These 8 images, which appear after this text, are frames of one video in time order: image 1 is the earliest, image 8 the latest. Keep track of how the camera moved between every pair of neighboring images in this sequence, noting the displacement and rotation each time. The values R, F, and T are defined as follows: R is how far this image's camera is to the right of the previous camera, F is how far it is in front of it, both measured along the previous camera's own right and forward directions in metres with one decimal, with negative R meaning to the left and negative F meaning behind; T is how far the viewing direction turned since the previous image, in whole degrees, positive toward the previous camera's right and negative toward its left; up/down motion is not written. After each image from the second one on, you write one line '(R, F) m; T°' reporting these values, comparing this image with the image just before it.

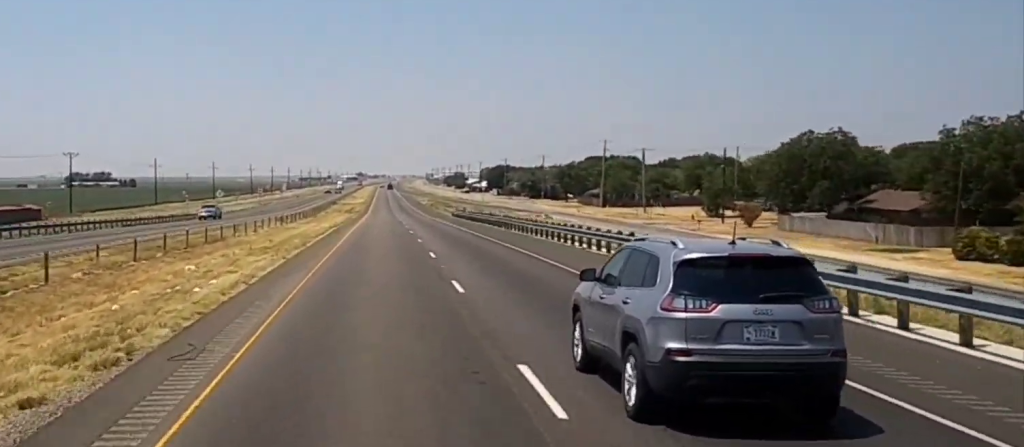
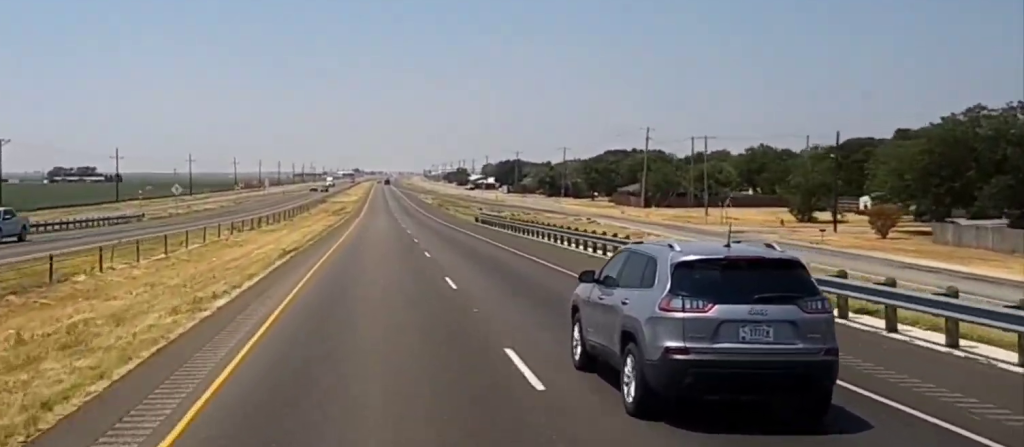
(0.0, +37.0) m; 0°
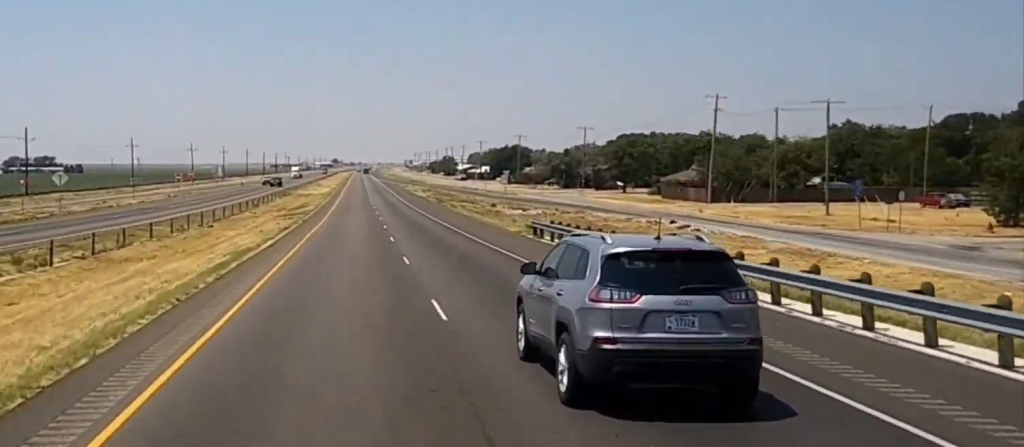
(0.0, +49.1) m; 0°
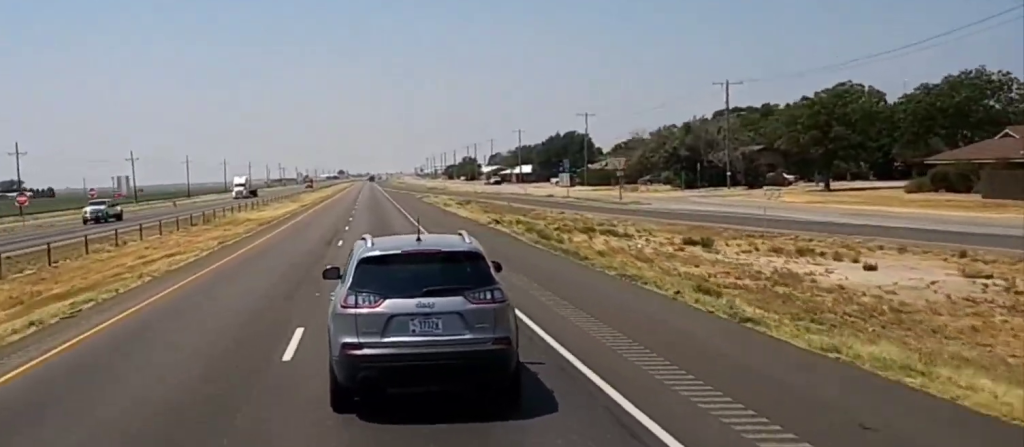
(+0.8, +94.5) m; +1°
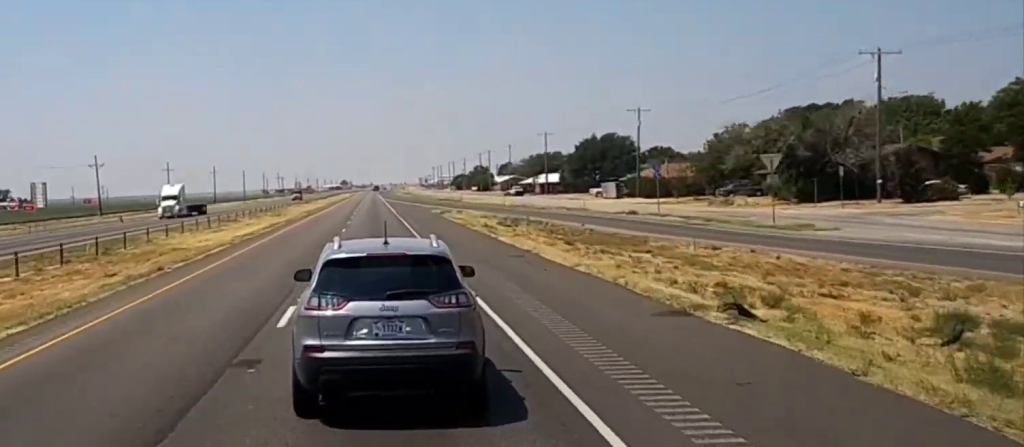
(-0.2, +42.9) m; 0°
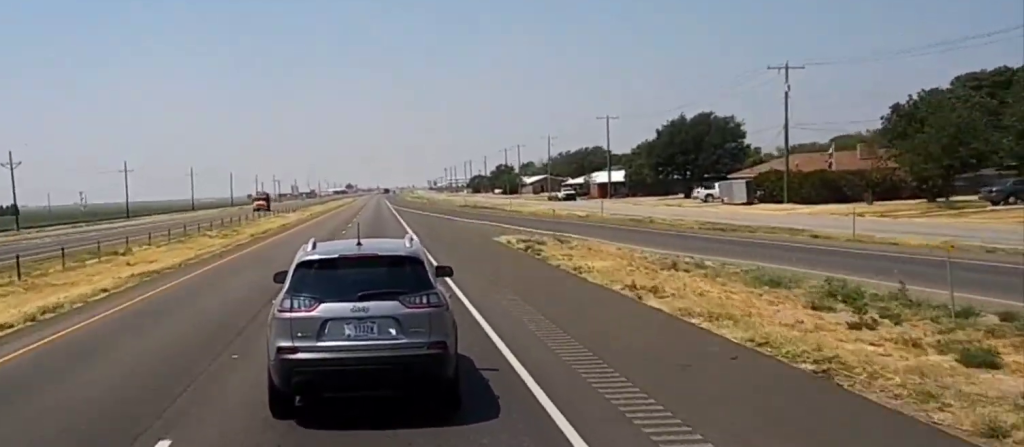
(-0.3, +62.0) m; -1°
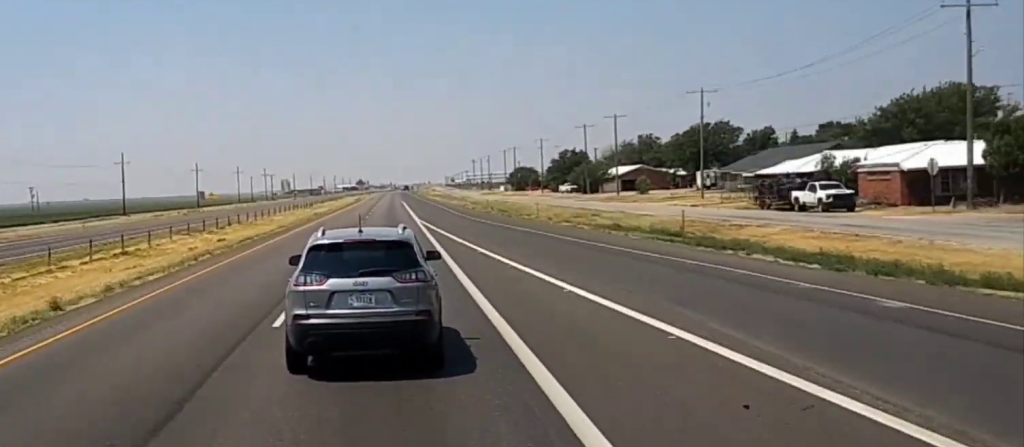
(-0.2, +46.9) m; 0°
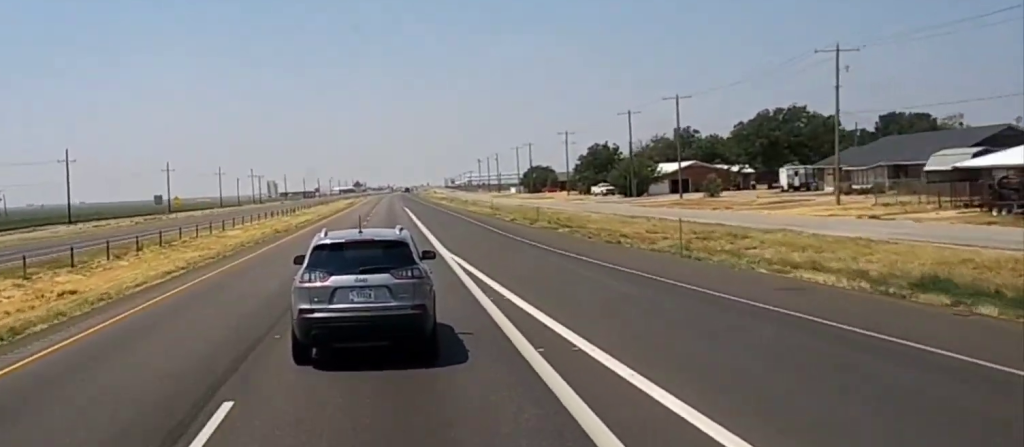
(-0.2, +38.5) m; 0°
